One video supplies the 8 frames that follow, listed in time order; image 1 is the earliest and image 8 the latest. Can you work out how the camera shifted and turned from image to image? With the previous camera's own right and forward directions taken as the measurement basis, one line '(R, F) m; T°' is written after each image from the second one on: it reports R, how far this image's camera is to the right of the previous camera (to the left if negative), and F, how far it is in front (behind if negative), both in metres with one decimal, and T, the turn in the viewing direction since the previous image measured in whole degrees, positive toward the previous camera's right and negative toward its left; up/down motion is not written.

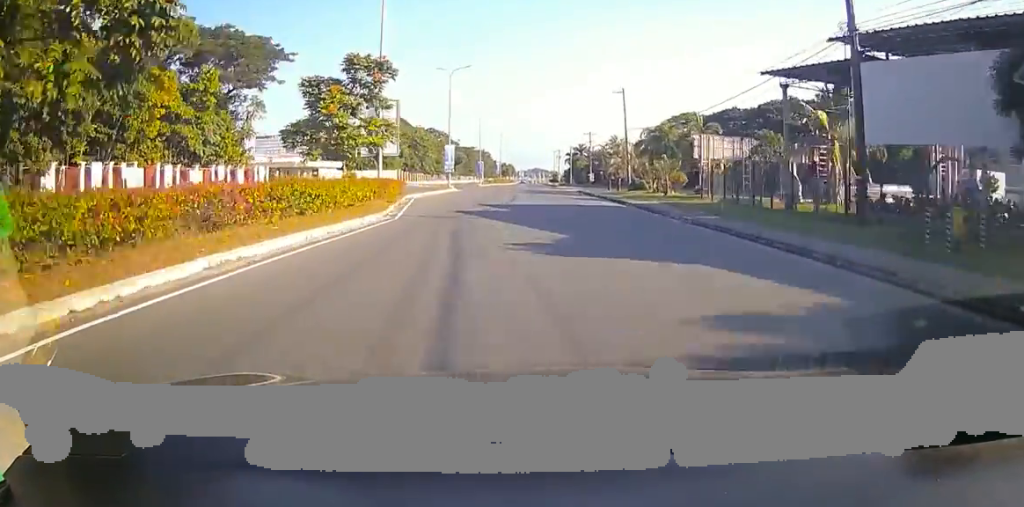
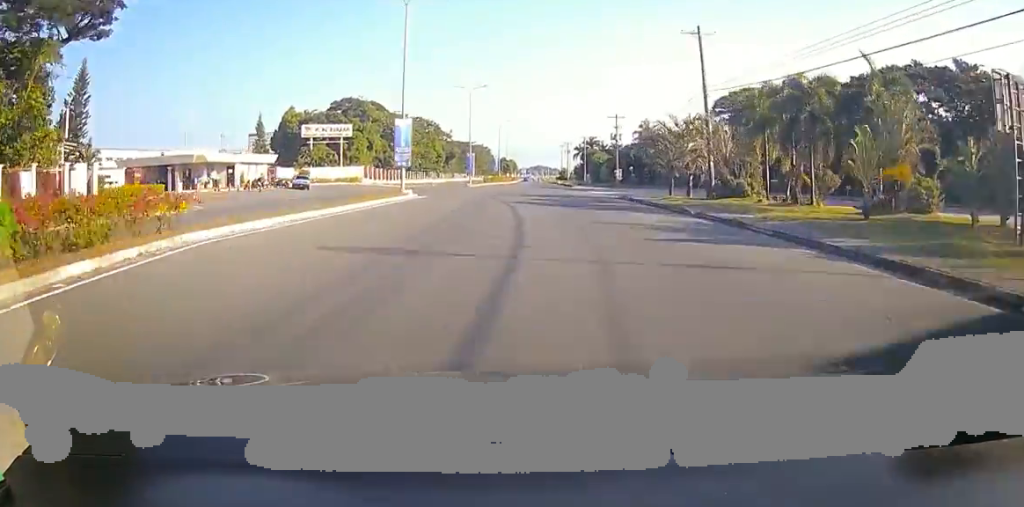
(-0.5, +29.8) m; 0°
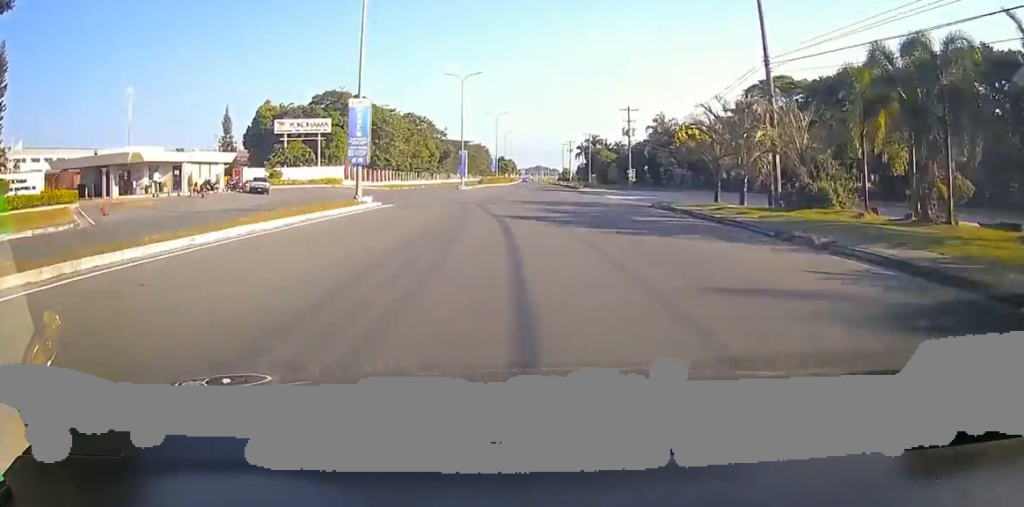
(+0.3, +10.9) m; -1°
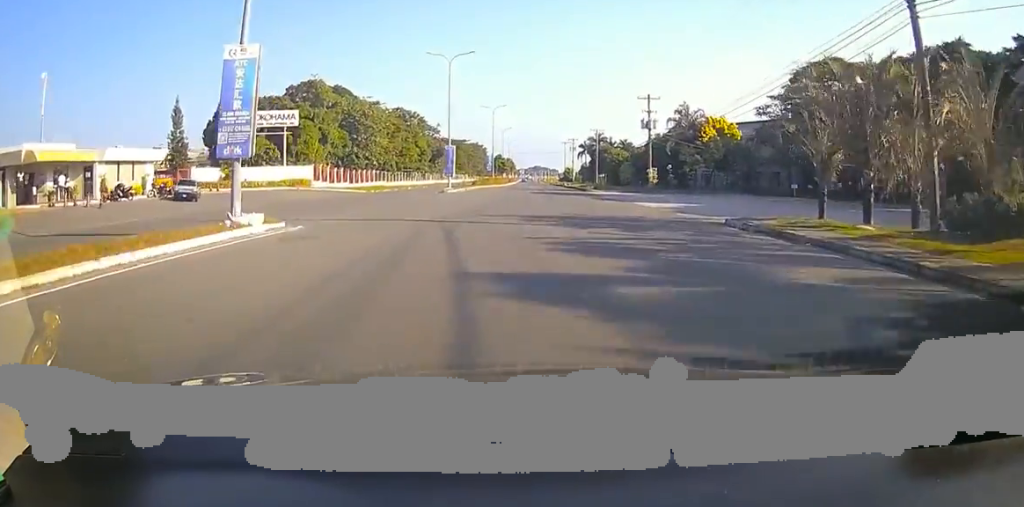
(0.0, +13.1) m; -1°
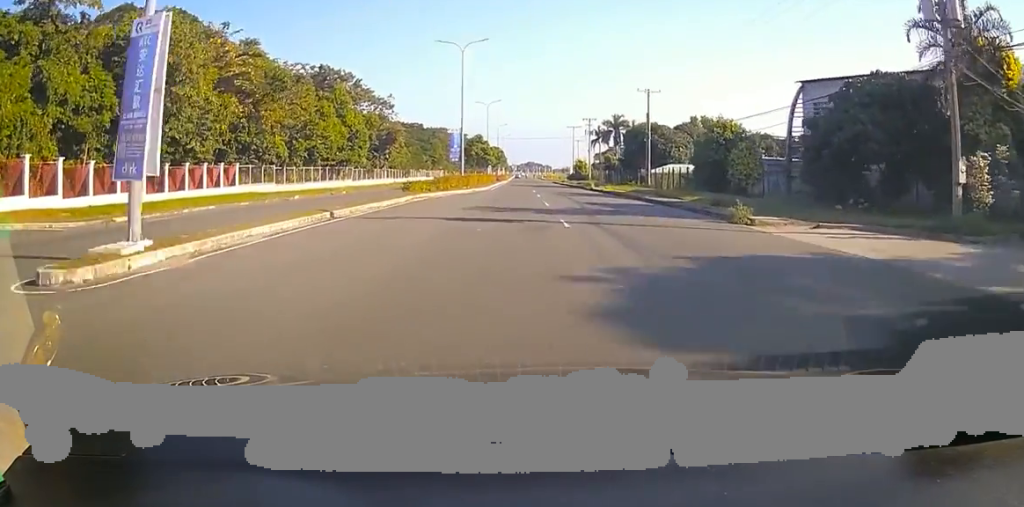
(+2.1, +51.3) m; +4°
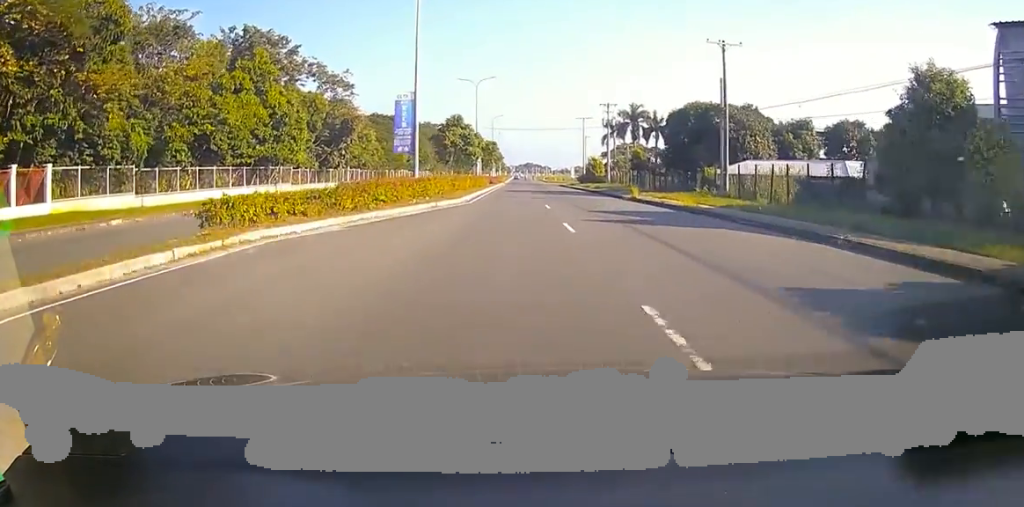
(-1.3, +25.4) m; -3°
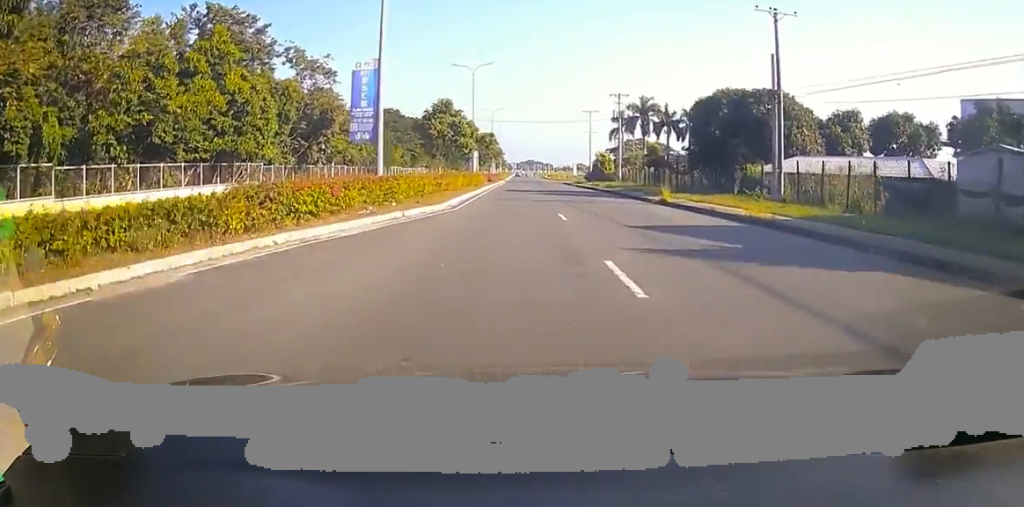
(-0.1, +8.8) m; +2°
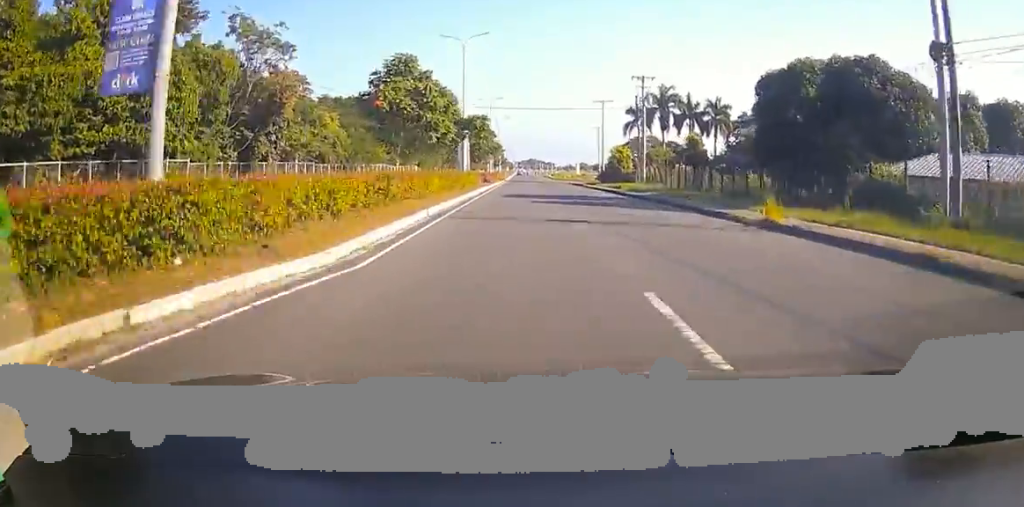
(+0.2, +14.9) m; +1°
